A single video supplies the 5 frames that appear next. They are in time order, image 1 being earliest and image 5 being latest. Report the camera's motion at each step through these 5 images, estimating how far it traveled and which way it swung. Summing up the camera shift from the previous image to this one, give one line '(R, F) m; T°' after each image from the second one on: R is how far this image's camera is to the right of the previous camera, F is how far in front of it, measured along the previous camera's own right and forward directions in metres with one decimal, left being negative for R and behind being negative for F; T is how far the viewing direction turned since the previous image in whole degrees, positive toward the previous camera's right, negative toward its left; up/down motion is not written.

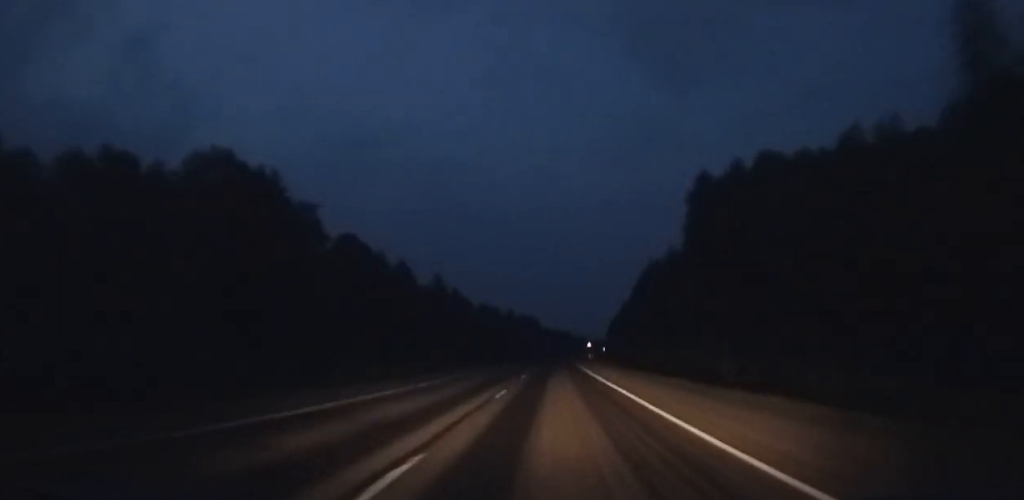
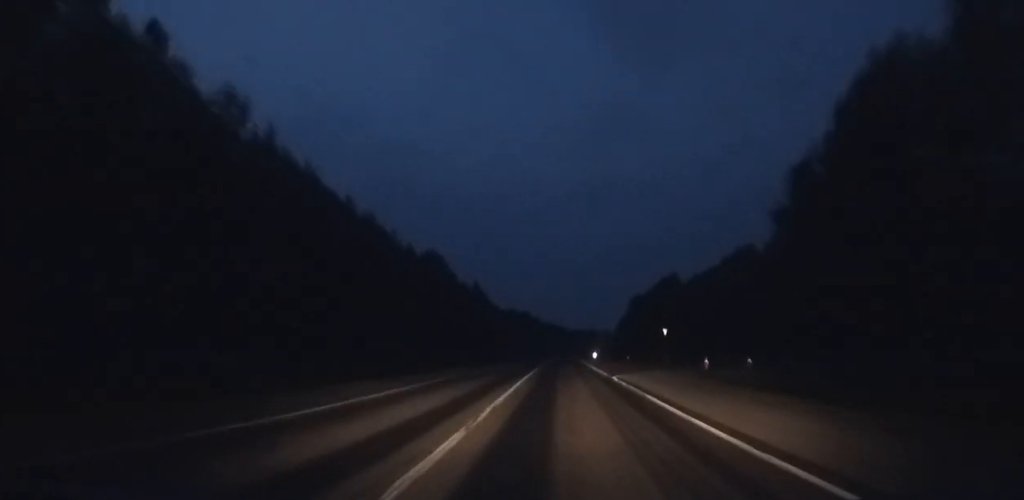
(+7.1, +213.1) m; +4°
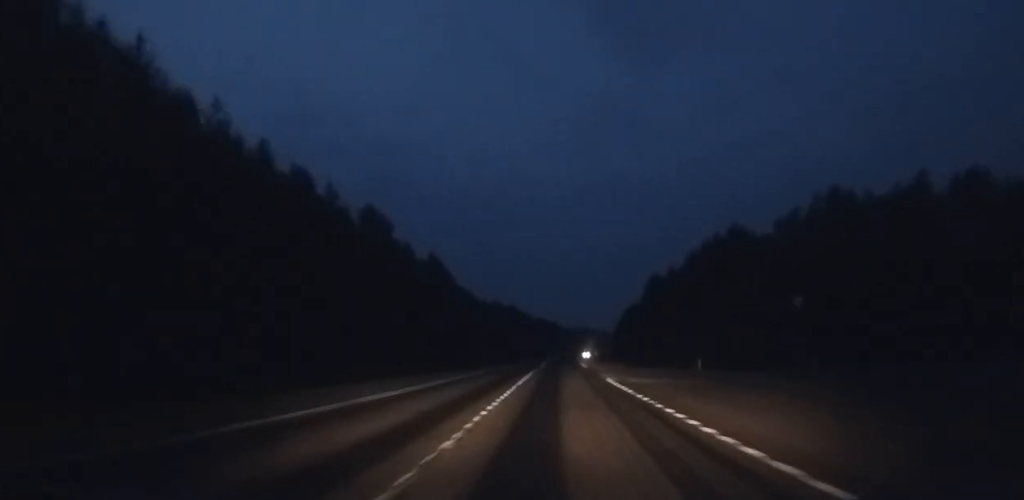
(+0.3, +39.7) m; +1°
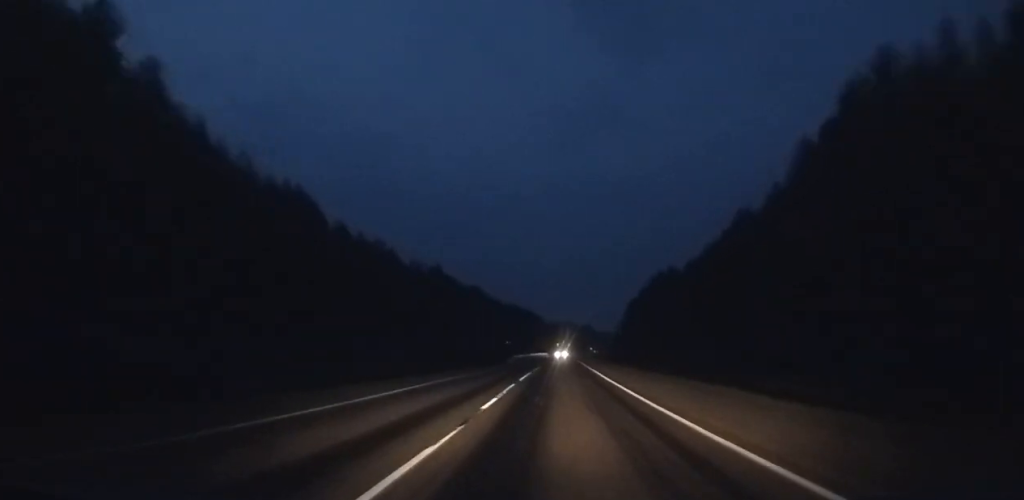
(+1.2, +84.1) m; +2°
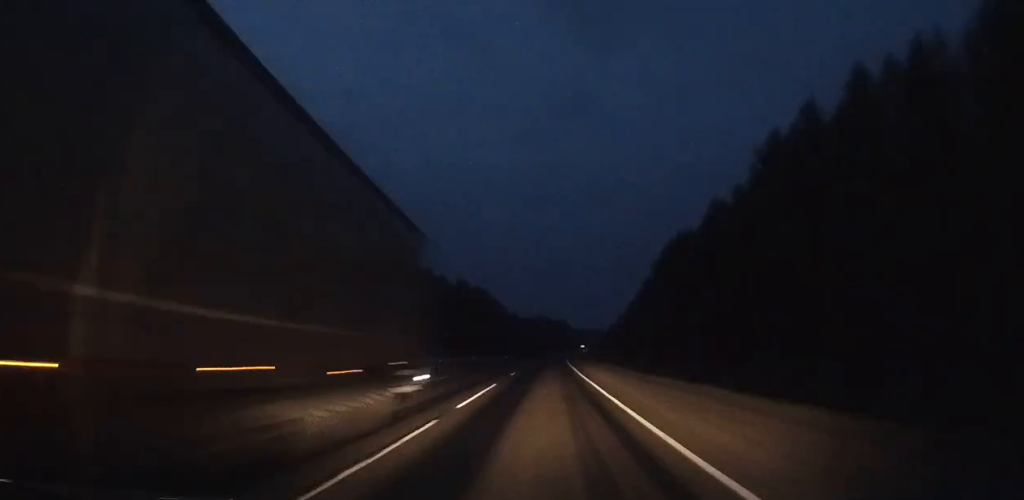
(+1.4, +83.4) m; +2°
